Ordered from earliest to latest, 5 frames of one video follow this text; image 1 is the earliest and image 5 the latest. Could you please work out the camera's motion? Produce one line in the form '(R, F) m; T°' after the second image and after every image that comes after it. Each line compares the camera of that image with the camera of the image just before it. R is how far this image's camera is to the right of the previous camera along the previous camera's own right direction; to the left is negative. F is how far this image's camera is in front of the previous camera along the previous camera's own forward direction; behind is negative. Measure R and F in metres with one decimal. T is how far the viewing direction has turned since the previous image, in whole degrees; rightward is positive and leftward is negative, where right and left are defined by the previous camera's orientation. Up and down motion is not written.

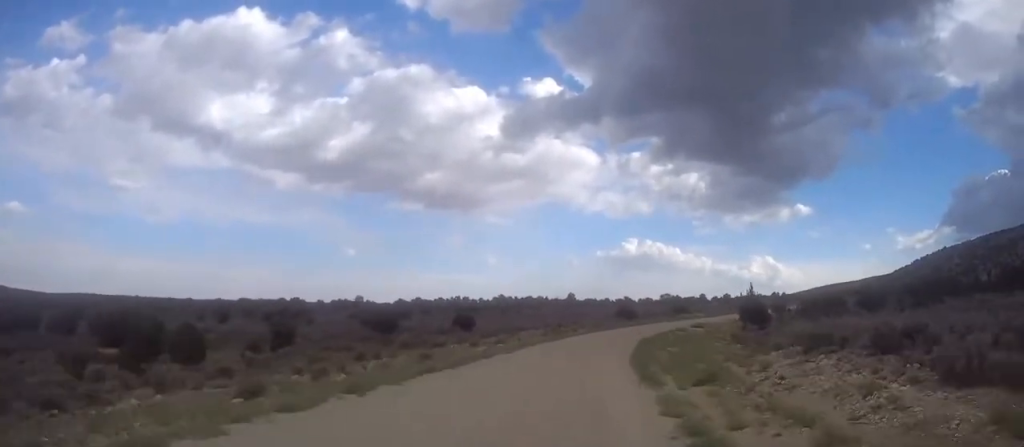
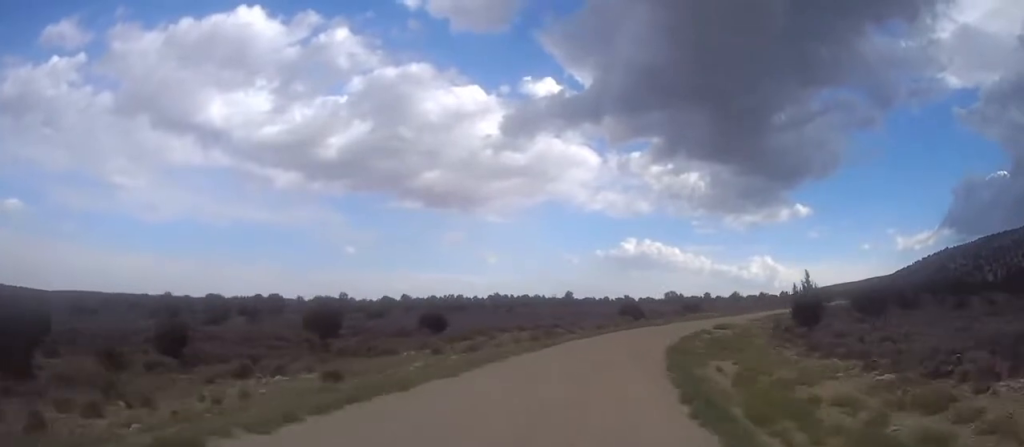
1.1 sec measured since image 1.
(+0.3, +14.4) m; +2°
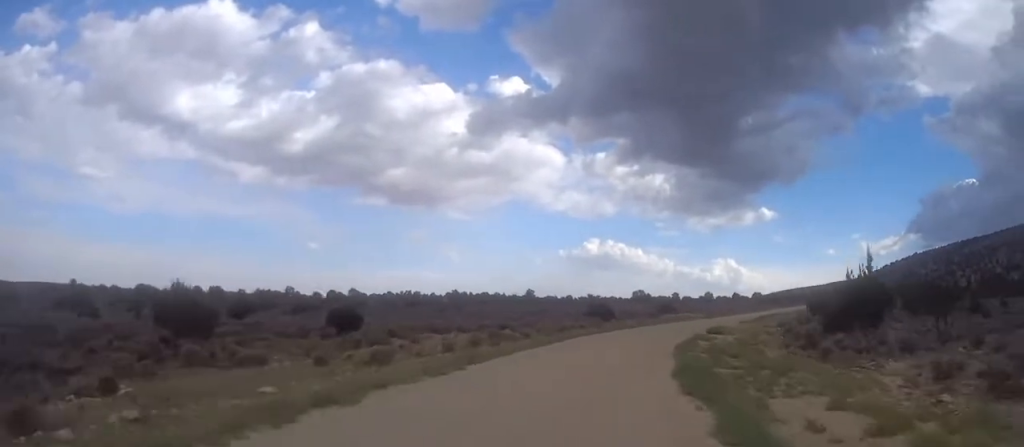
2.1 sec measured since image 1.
(+0.2, +13.5) m; +3°
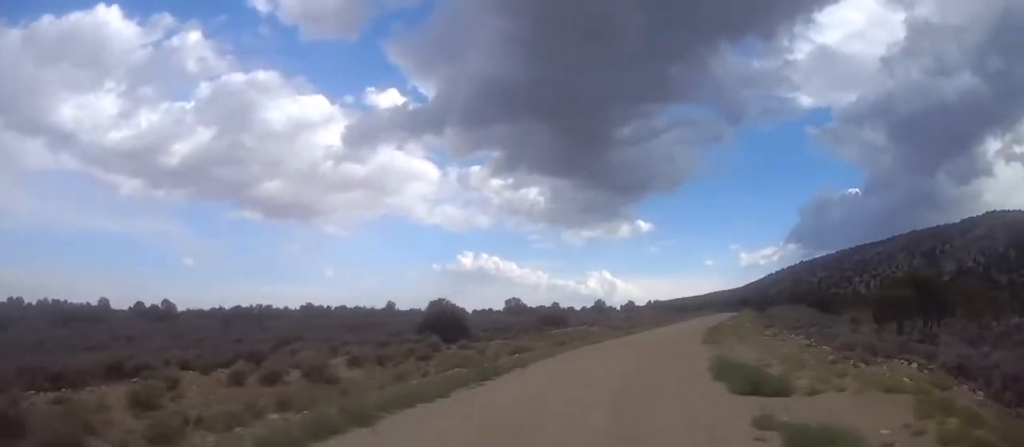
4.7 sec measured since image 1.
(+2.4, +34.8) m; +9°
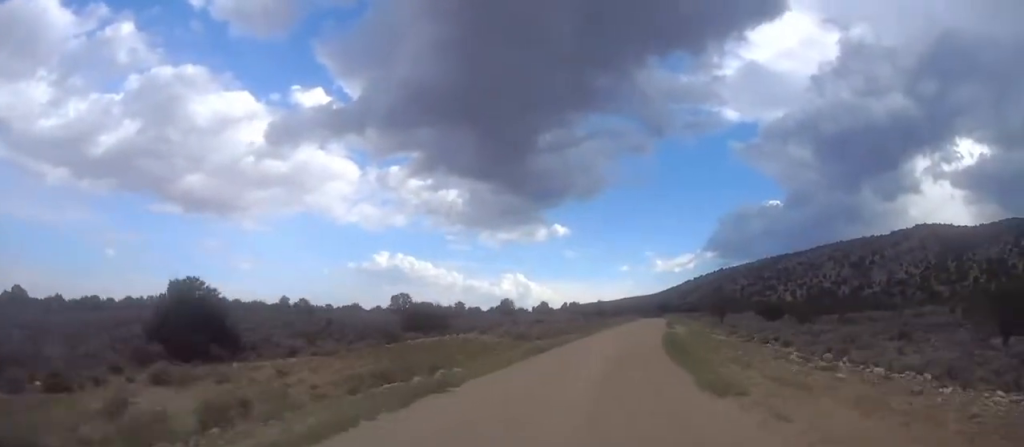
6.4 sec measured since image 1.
(+0.8, +22.8) m; +8°
